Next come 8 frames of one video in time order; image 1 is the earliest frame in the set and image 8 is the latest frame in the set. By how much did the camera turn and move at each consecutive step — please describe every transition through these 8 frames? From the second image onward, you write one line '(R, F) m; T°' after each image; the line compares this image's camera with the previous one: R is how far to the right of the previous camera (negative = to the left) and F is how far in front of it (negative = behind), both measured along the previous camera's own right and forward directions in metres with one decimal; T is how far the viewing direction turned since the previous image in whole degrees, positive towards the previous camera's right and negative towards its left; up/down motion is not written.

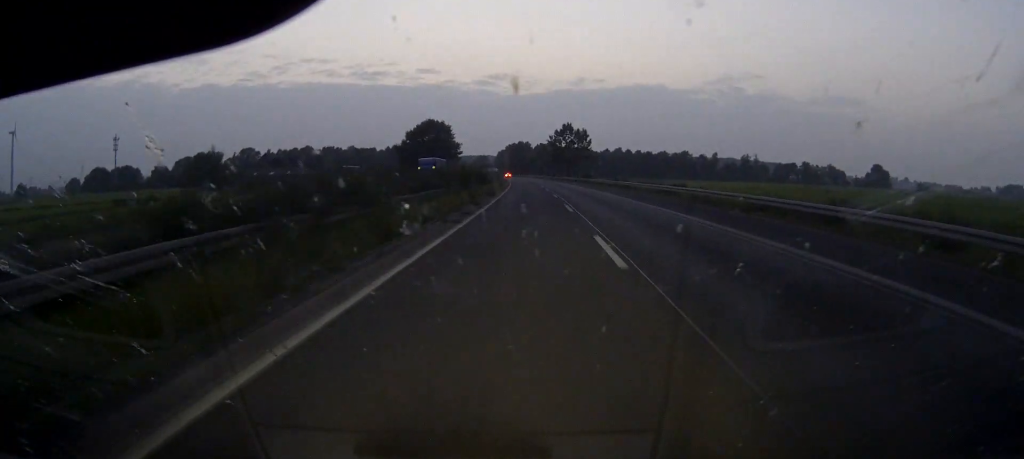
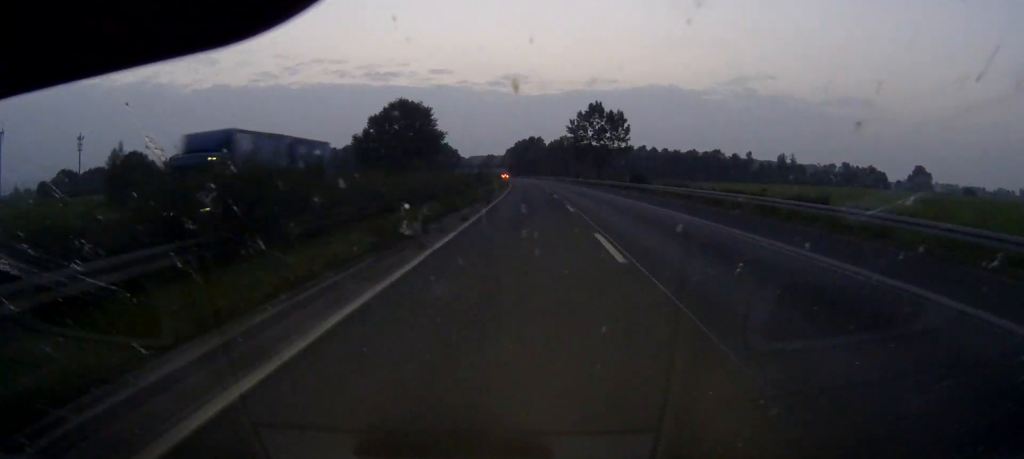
(-0.5, +53.1) m; -1°
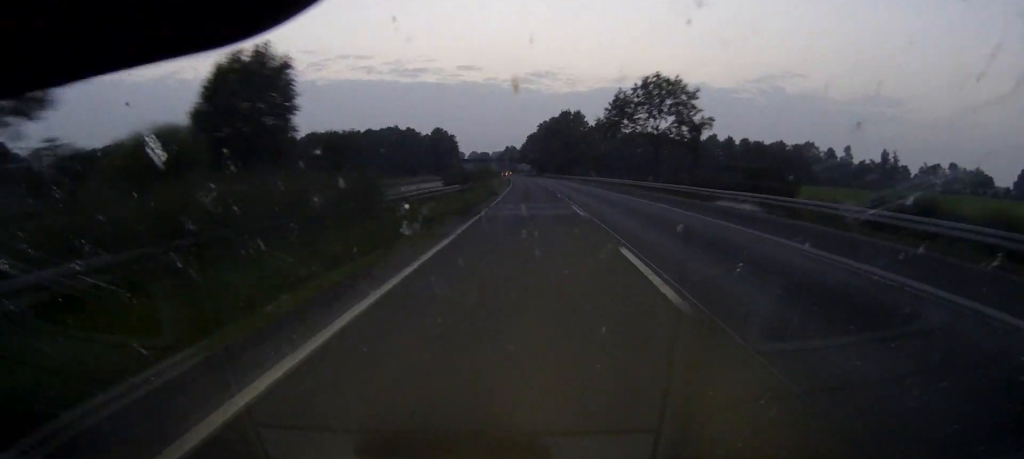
(-2.3, +112.9) m; -2°
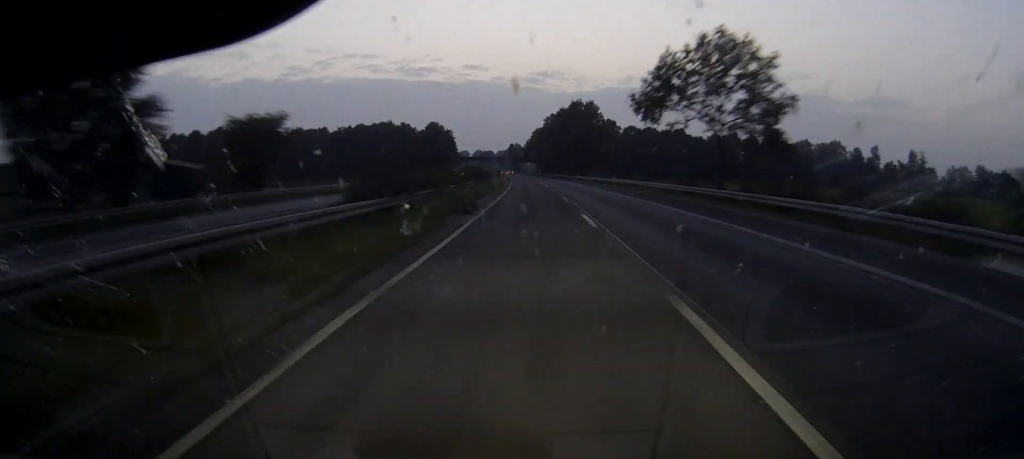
(-0.1, +23.8) m; 0°
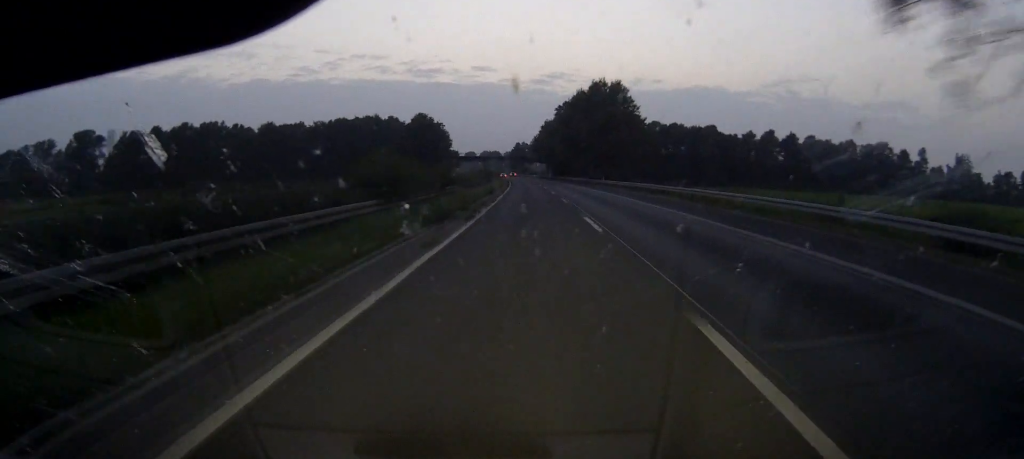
(-0.2, +37.3) m; -1°
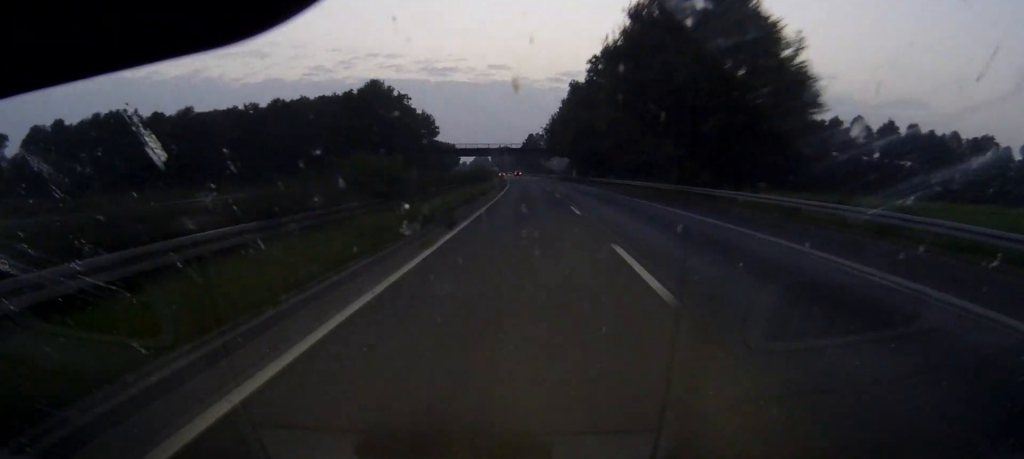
(-0.7, +64.1) m; -1°
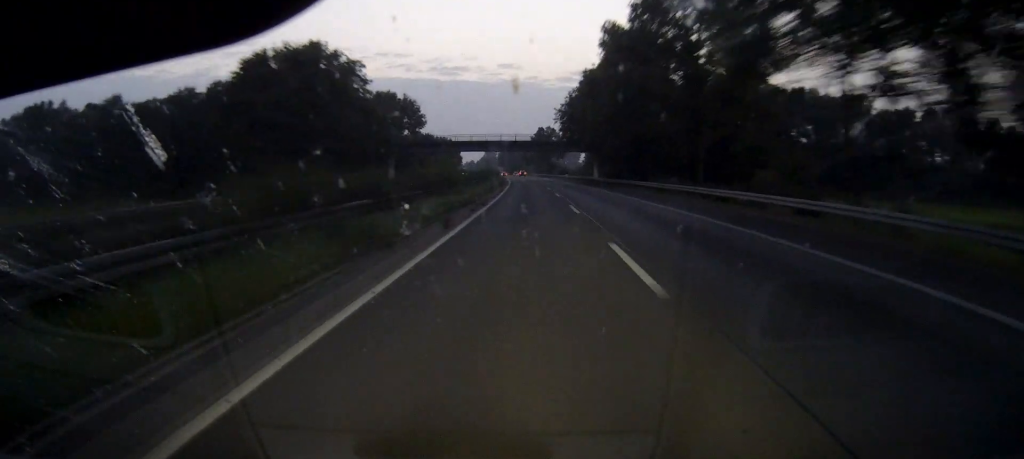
(-0.2, +35.1) m; -1°
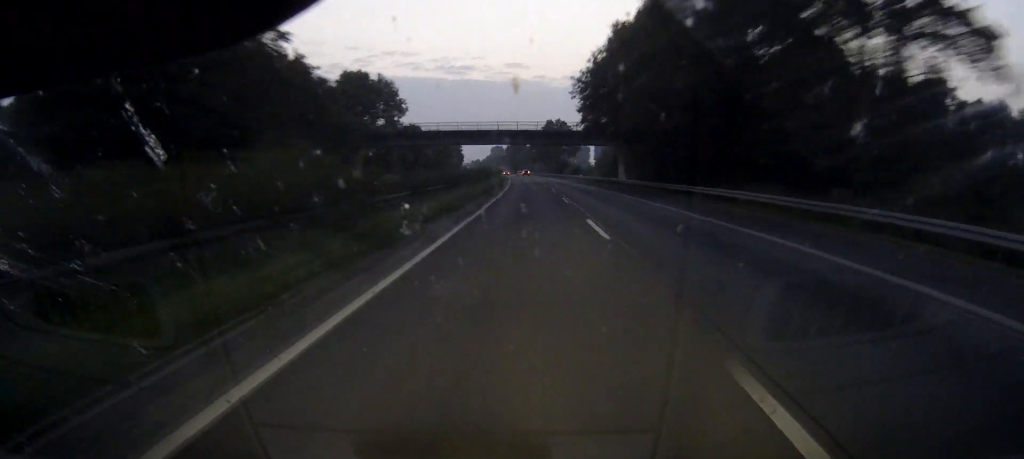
(-0.1, +28.3) m; 0°
